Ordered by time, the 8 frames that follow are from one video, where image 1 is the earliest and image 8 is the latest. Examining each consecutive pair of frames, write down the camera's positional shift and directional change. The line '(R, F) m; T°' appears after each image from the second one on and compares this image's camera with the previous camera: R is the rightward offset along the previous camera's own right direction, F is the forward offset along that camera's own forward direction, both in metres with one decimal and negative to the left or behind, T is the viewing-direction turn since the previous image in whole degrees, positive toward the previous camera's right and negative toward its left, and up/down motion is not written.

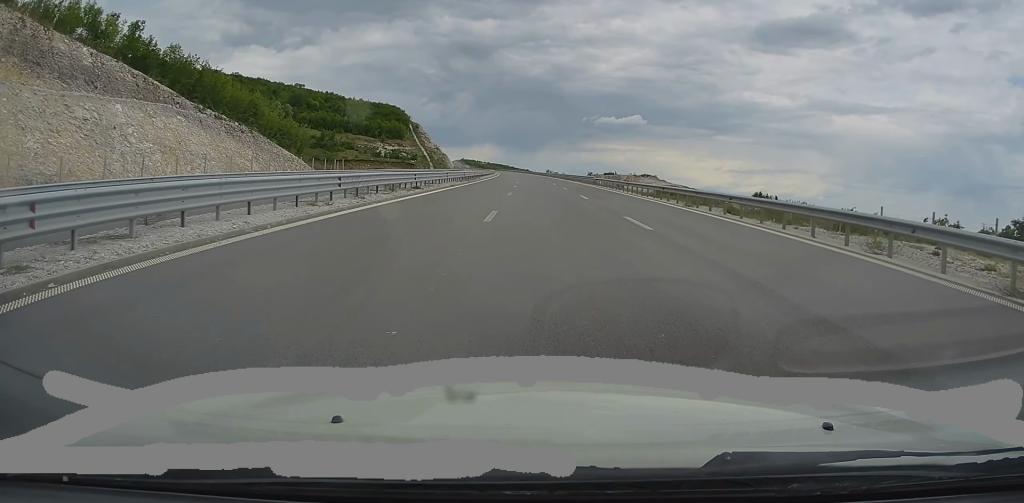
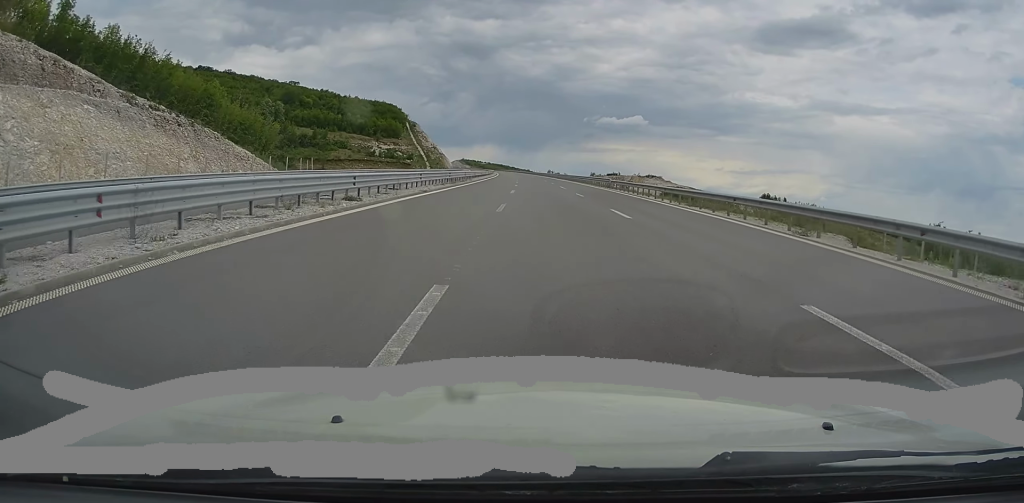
(0.0, +12.4) m; 0°
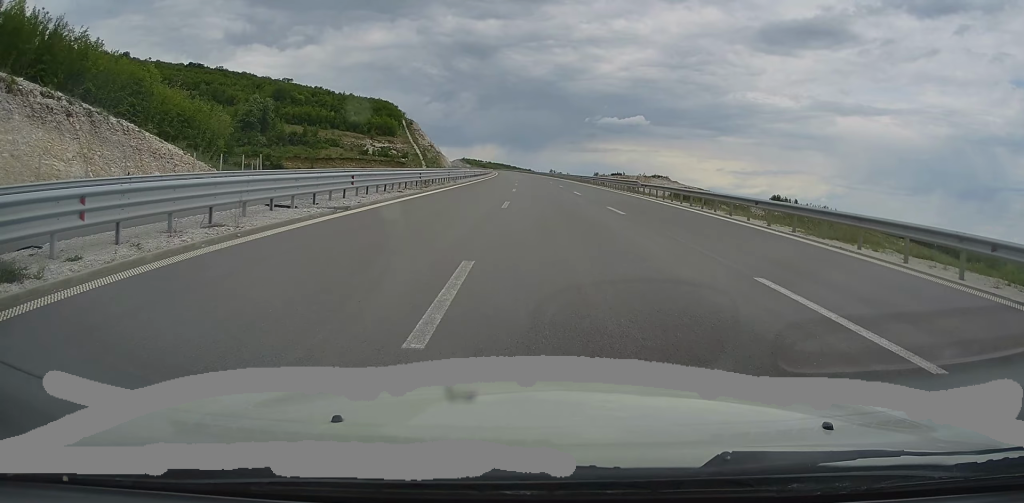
(+0.1, +14.9) m; 0°
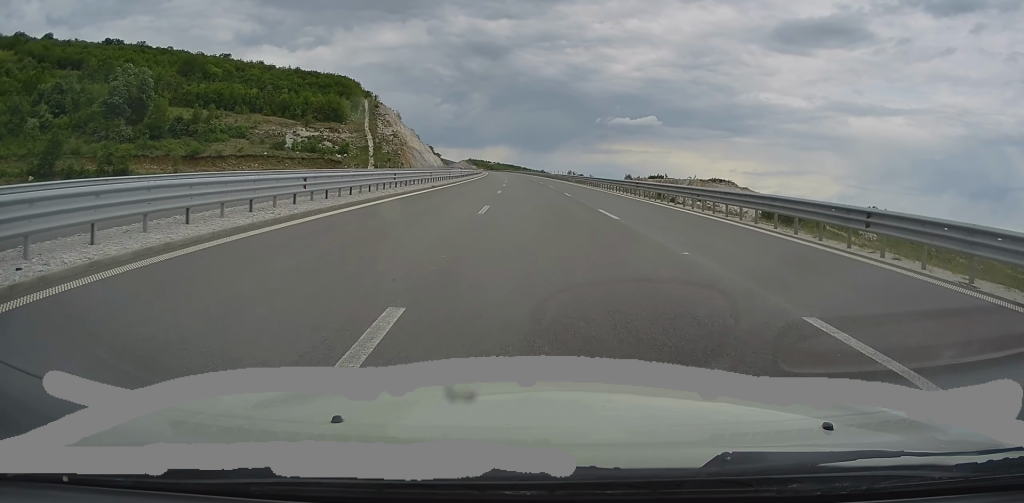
(-0.4, +112.0) m; -1°
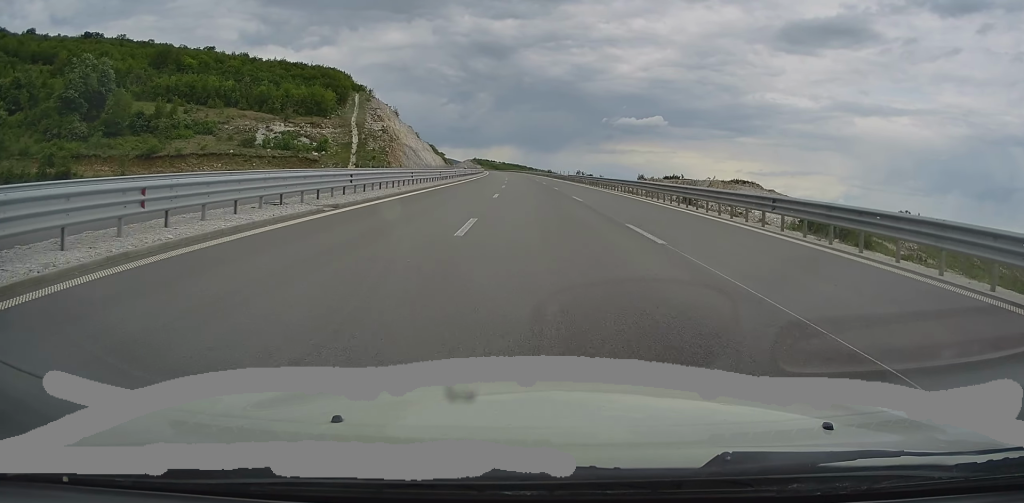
(0.0, +23.3) m; -1°
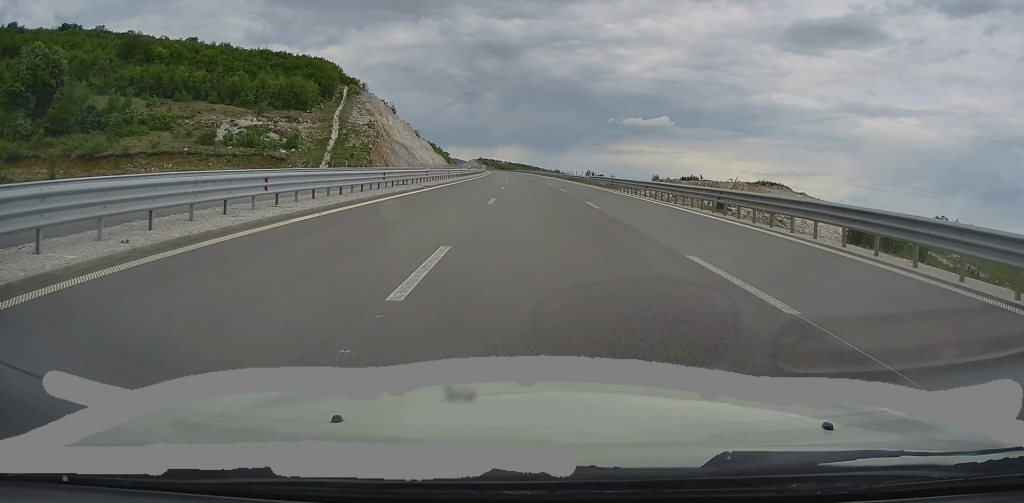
(-0.3, +22.5) m; -1°
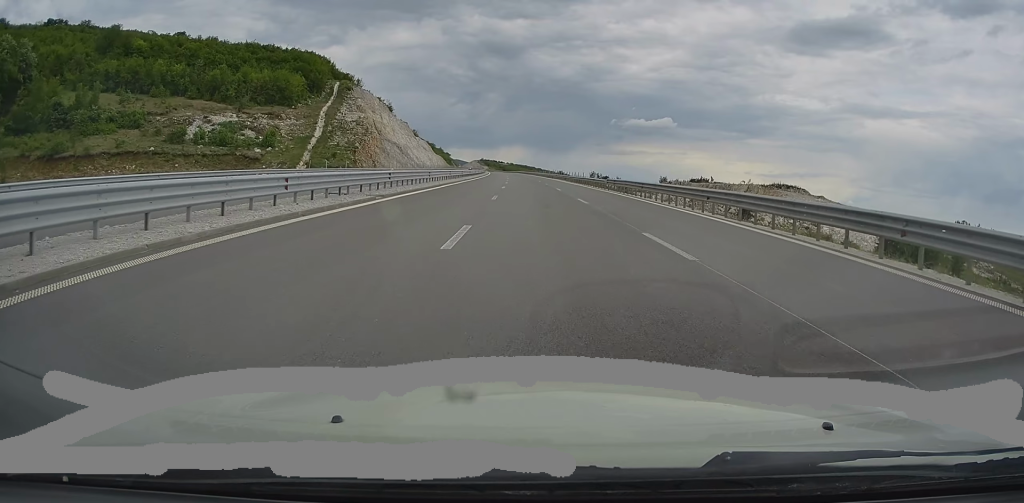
(-0.1, +12.6) m; 0°
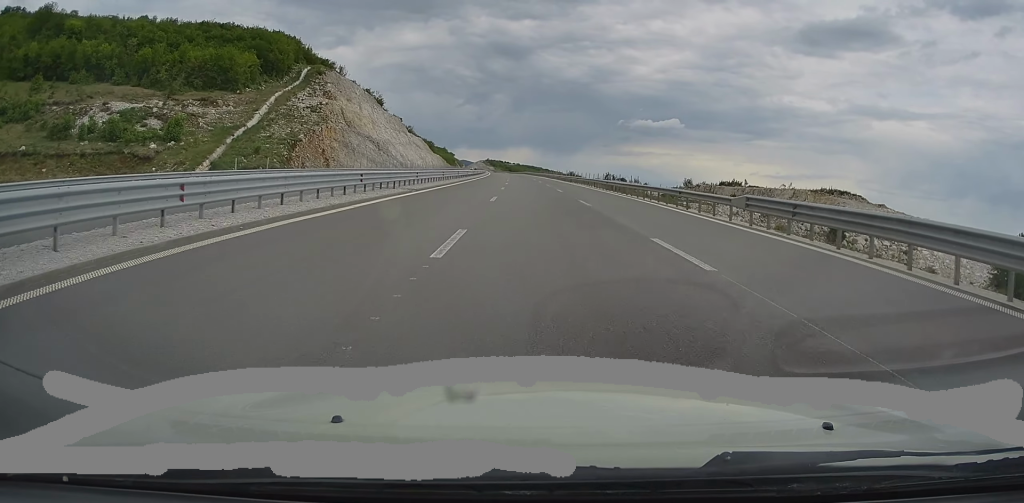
(-0.1, +33.2) m; 0°
